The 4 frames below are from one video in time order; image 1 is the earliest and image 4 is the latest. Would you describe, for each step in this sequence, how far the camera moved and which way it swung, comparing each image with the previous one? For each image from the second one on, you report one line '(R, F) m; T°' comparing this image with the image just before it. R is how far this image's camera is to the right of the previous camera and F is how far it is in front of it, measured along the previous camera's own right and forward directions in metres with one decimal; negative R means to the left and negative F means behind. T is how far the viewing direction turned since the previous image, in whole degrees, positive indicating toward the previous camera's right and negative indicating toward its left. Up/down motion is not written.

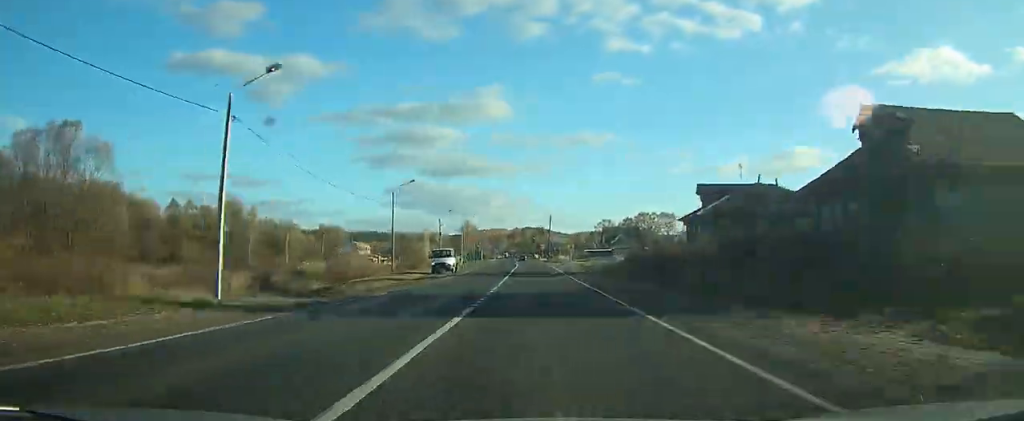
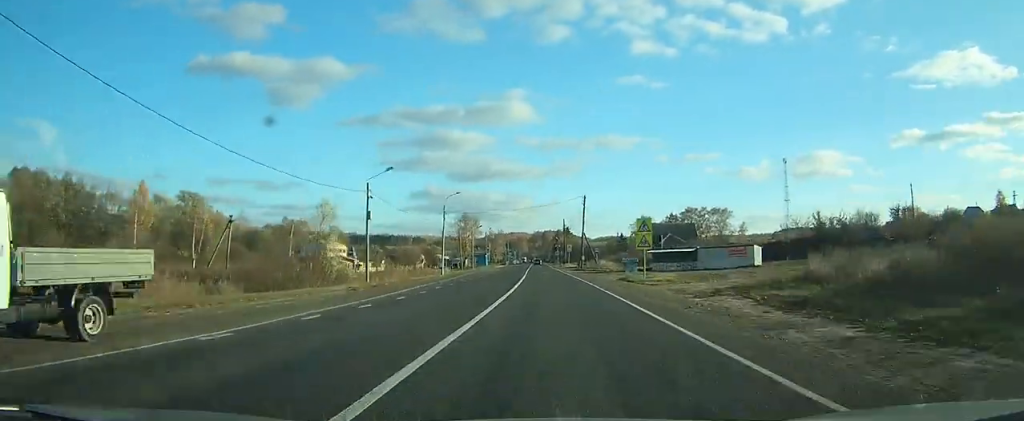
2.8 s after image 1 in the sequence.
(-1.3, +46.8) m; -2°
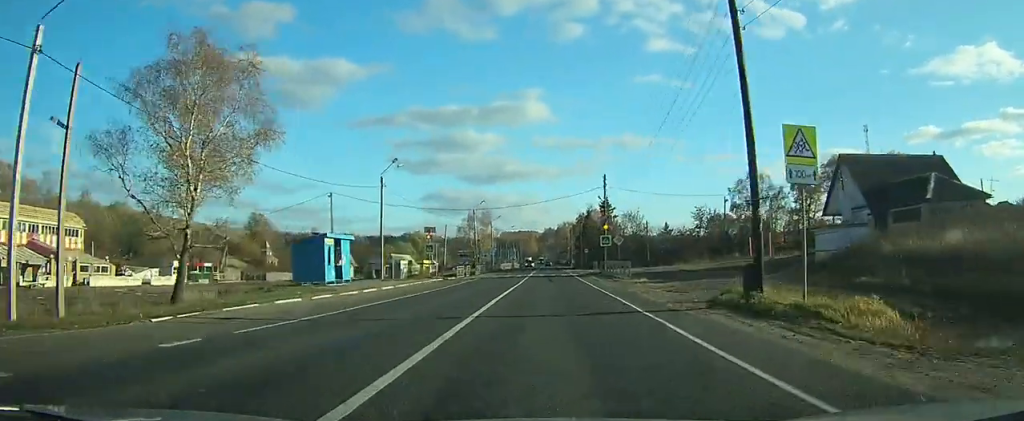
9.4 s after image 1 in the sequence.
(-0.2, +101.9) m; +5°
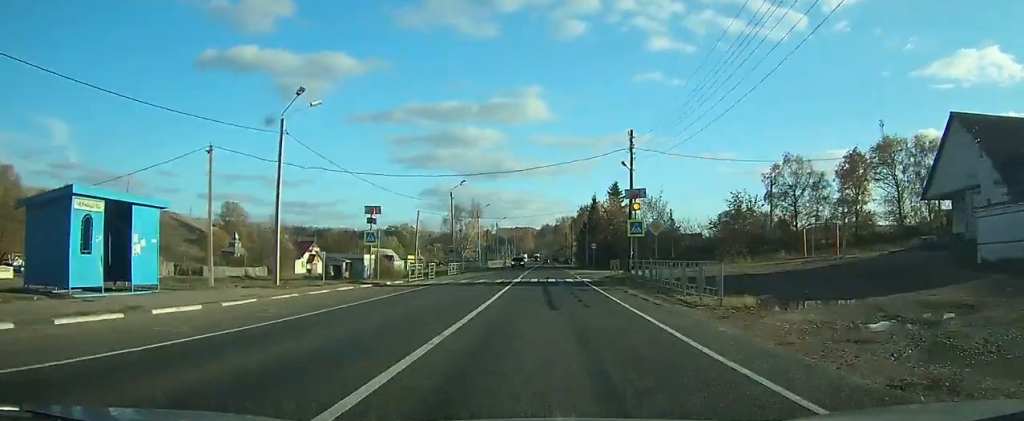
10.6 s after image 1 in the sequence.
(+0.5, +19.1) m; +2°
